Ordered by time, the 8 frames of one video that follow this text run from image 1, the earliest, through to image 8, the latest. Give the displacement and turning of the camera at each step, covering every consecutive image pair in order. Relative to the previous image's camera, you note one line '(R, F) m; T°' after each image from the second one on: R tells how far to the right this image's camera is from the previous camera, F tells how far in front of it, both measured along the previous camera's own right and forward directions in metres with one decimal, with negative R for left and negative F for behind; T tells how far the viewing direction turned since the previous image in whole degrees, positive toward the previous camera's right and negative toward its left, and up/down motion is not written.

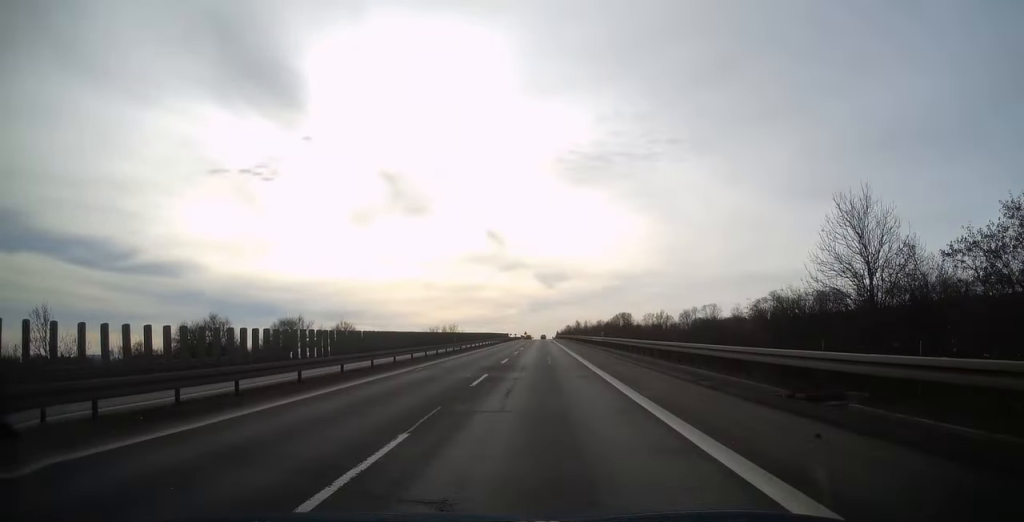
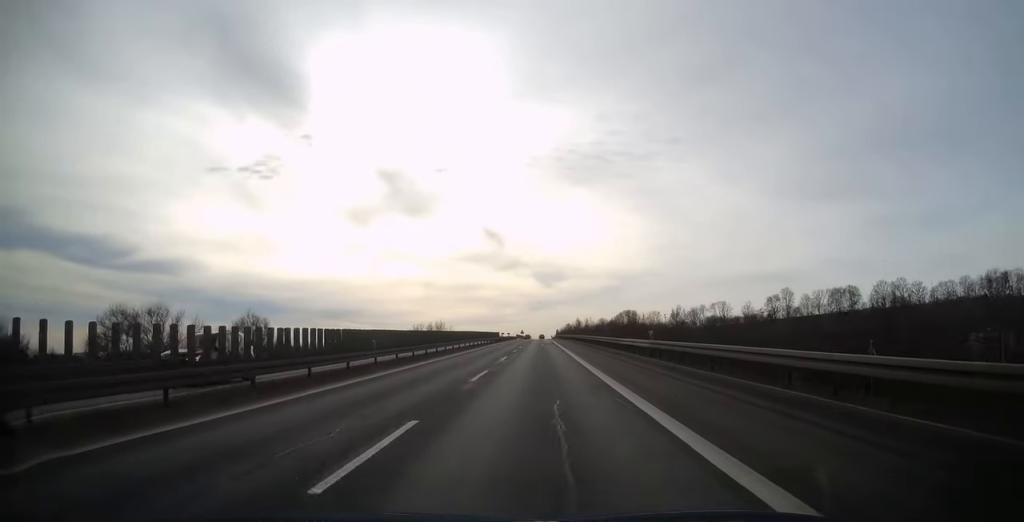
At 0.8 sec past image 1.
(0.0, +22.9) m; 0°
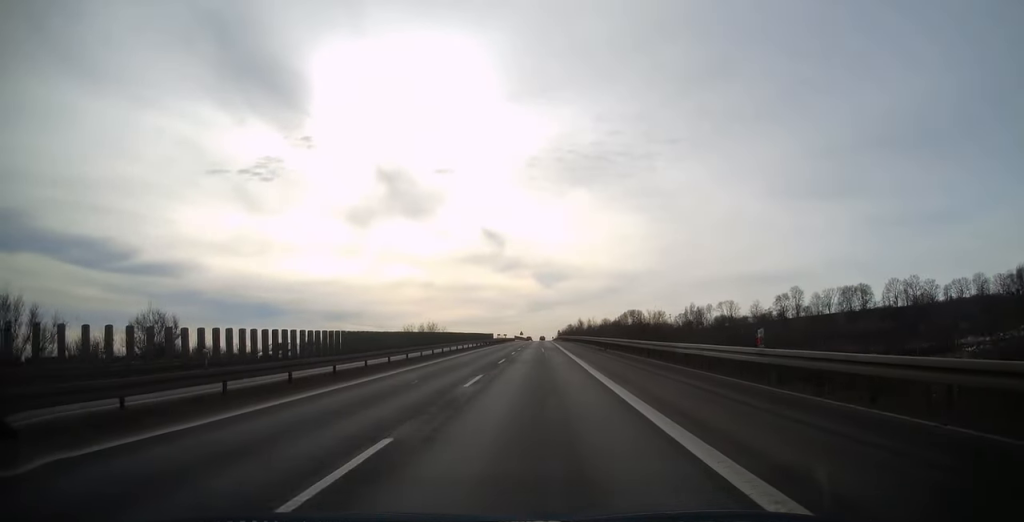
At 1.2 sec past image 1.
(0.0, +13.4) m; 0°
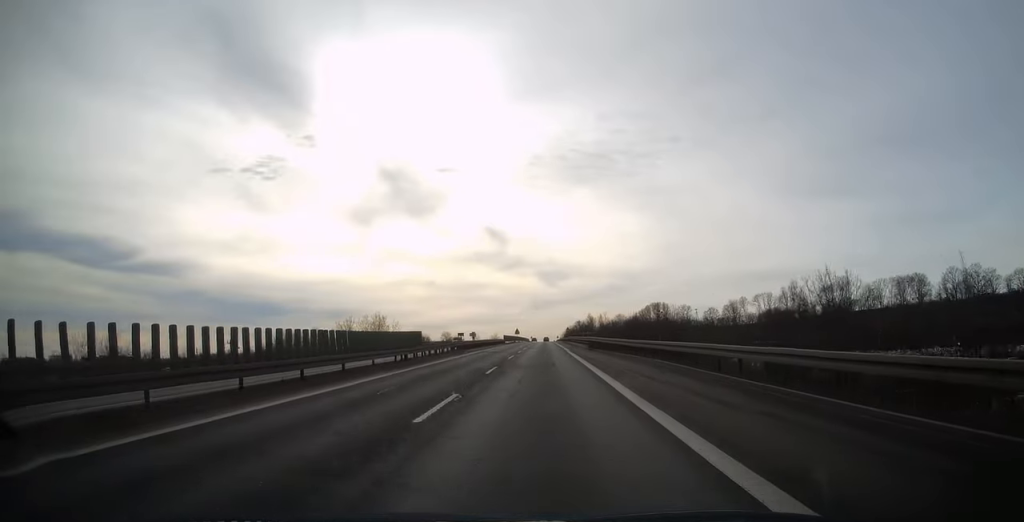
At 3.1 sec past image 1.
(-0.1, +55.4) m; 0°
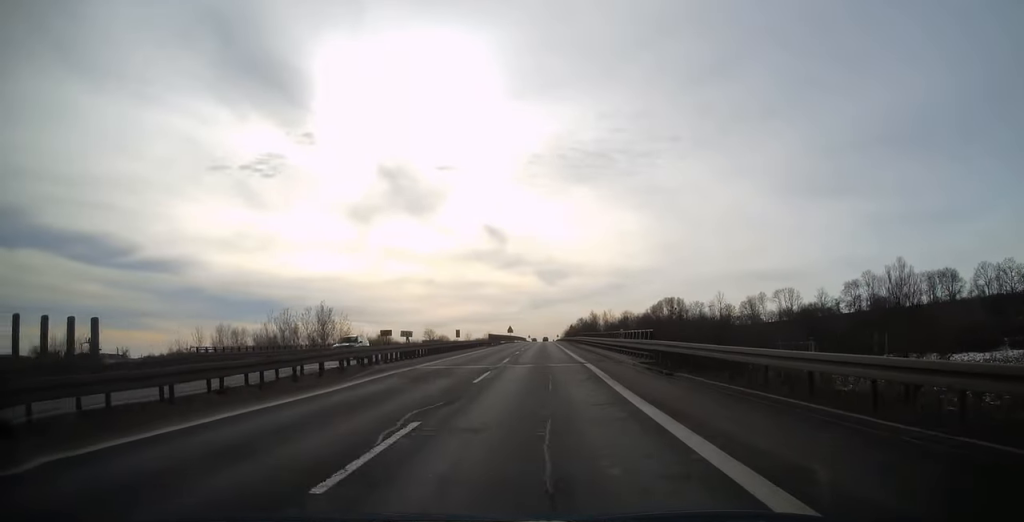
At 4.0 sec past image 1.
(0.0, +27.4) m; 0°
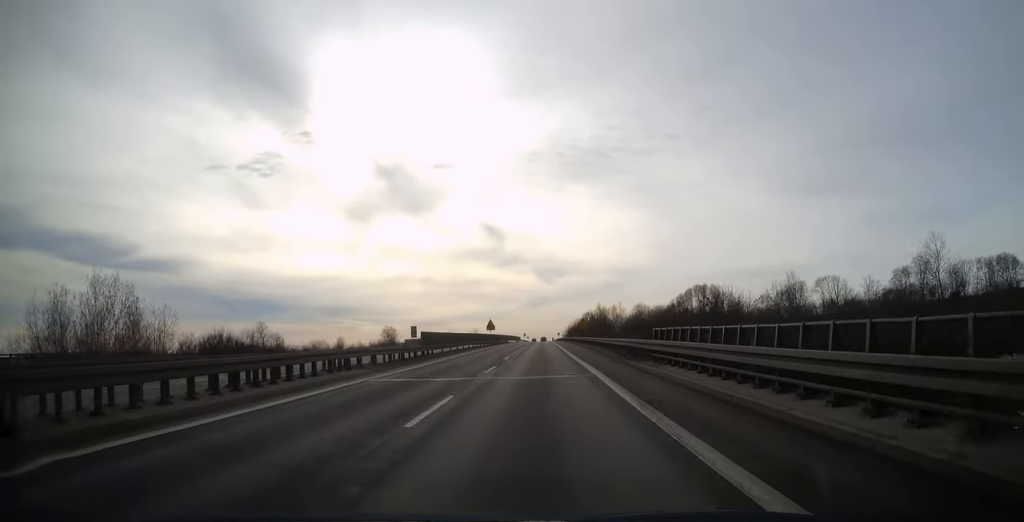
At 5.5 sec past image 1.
(0.0, +43.9) m; 0°
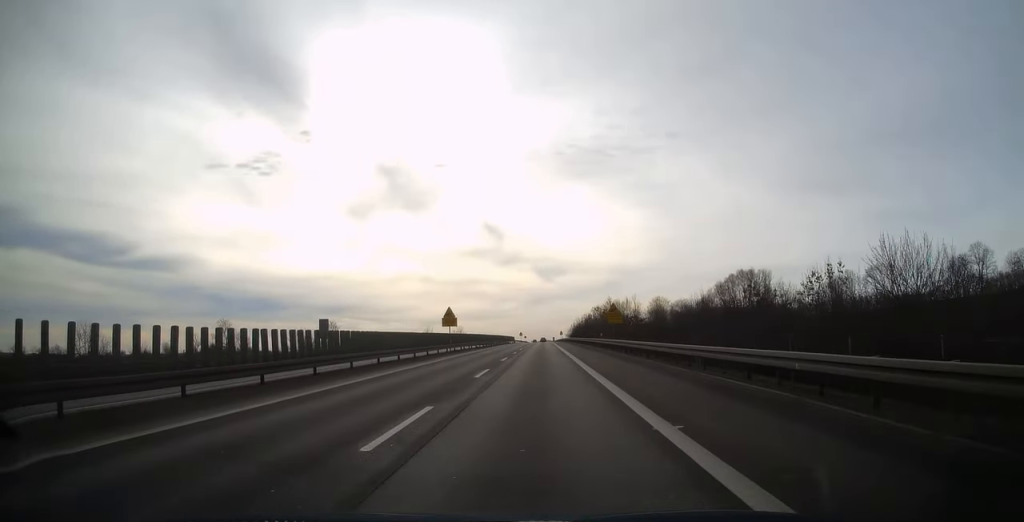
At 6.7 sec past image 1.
(+0.1, +37.4) m; 0°
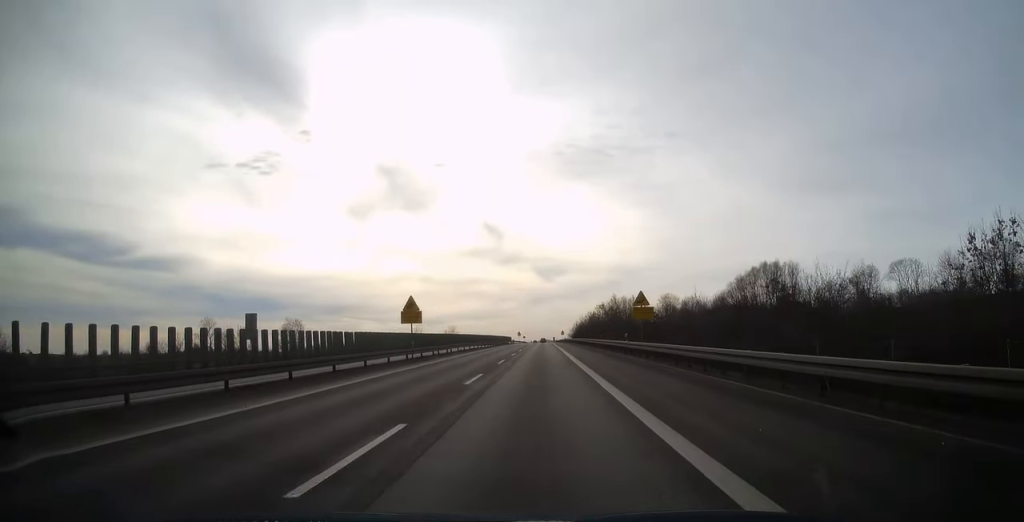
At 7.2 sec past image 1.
(0.0, +14.0) m; 0°
